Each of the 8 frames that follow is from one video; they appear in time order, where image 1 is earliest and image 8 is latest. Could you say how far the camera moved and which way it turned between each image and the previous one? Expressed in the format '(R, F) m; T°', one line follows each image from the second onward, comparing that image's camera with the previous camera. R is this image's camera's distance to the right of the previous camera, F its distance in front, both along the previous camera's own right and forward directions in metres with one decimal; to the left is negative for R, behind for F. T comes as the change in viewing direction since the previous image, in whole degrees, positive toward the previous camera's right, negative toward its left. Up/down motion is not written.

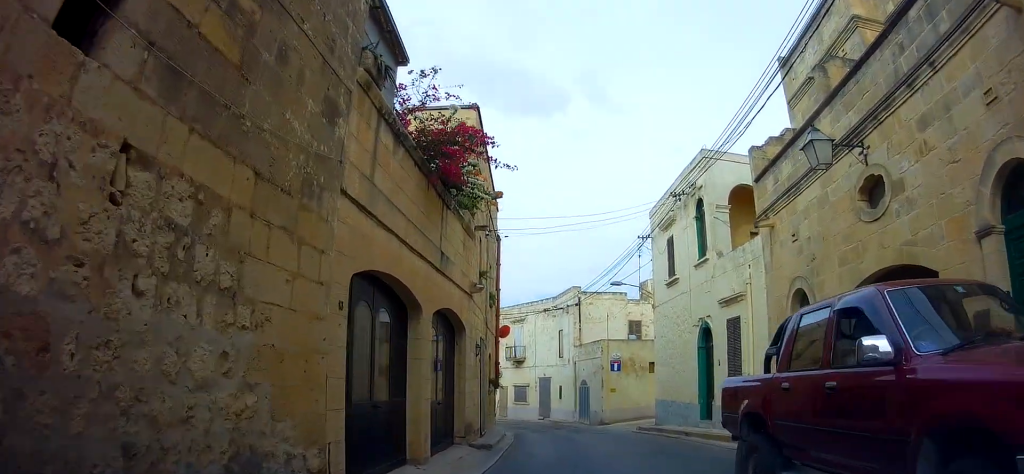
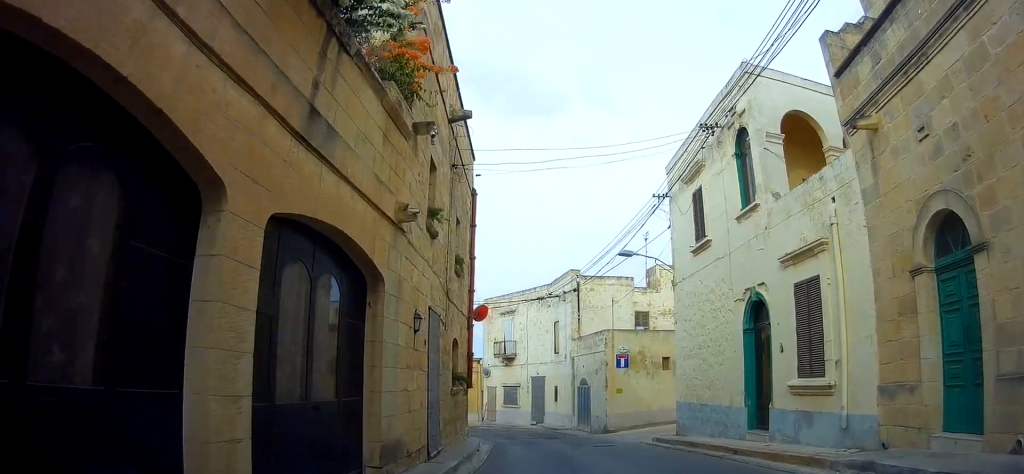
(+0.4, +4.9) m; -2°
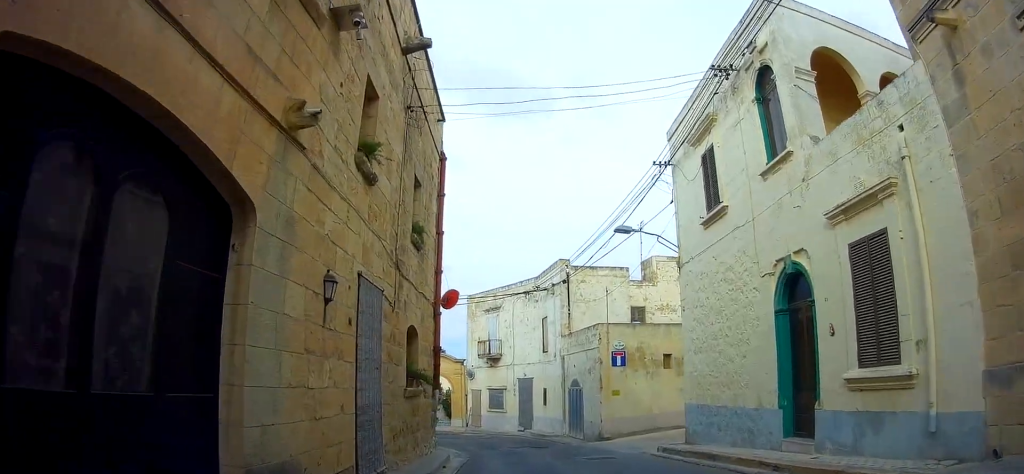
(-0.3, +2.7) m; -3°
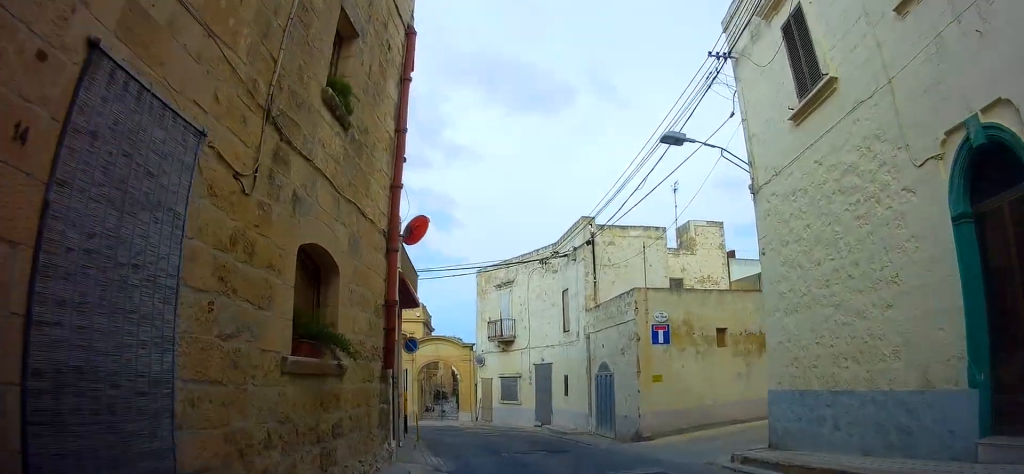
(0.0, +4.7) m; +4°
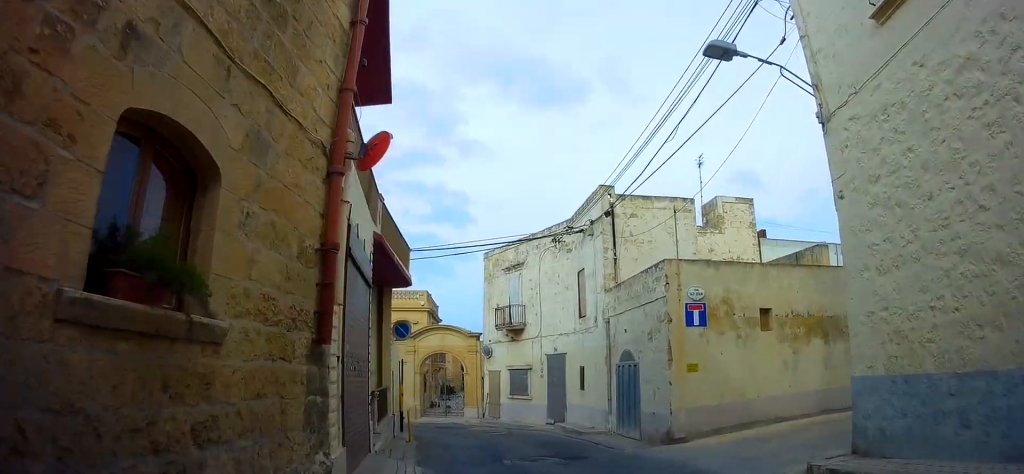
(+0.1, +2.7) m; +1°
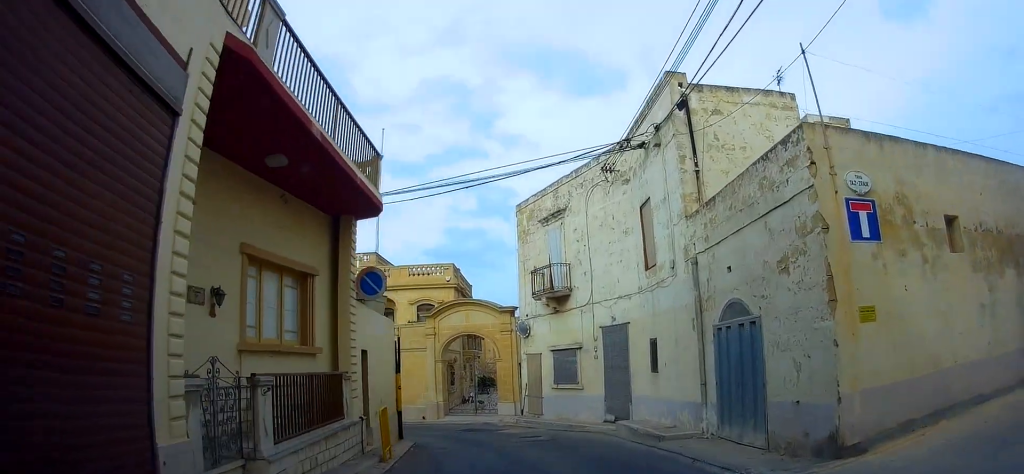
(-0.1, +6.9) m; -7°
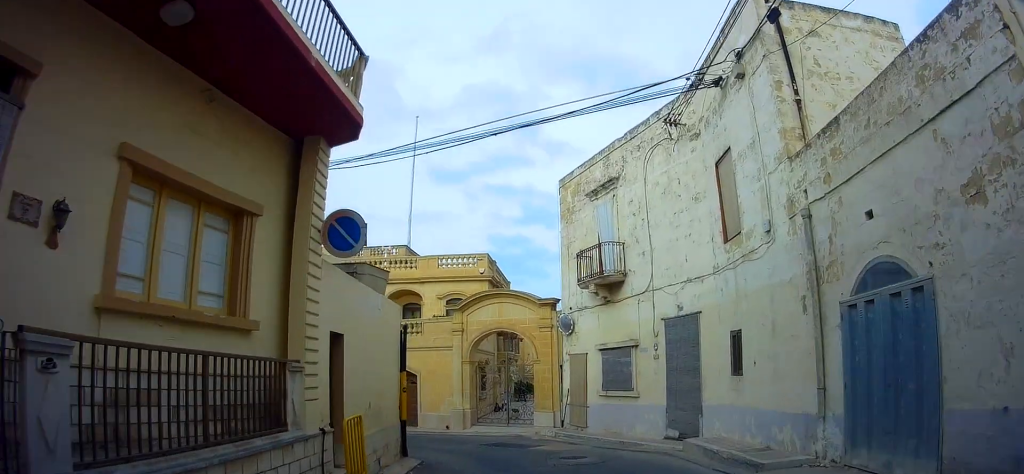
(-0.2, +4.0) m; -3°
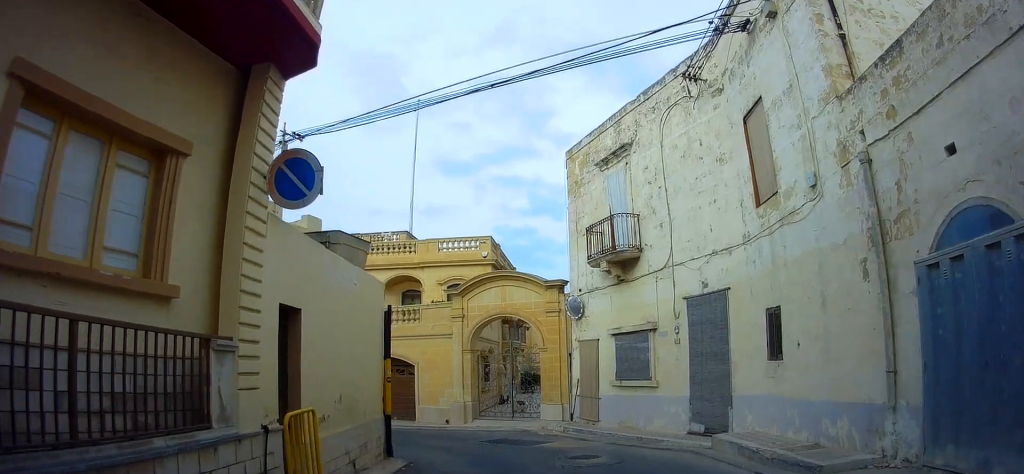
(0.0, +1.8) m; -1°
